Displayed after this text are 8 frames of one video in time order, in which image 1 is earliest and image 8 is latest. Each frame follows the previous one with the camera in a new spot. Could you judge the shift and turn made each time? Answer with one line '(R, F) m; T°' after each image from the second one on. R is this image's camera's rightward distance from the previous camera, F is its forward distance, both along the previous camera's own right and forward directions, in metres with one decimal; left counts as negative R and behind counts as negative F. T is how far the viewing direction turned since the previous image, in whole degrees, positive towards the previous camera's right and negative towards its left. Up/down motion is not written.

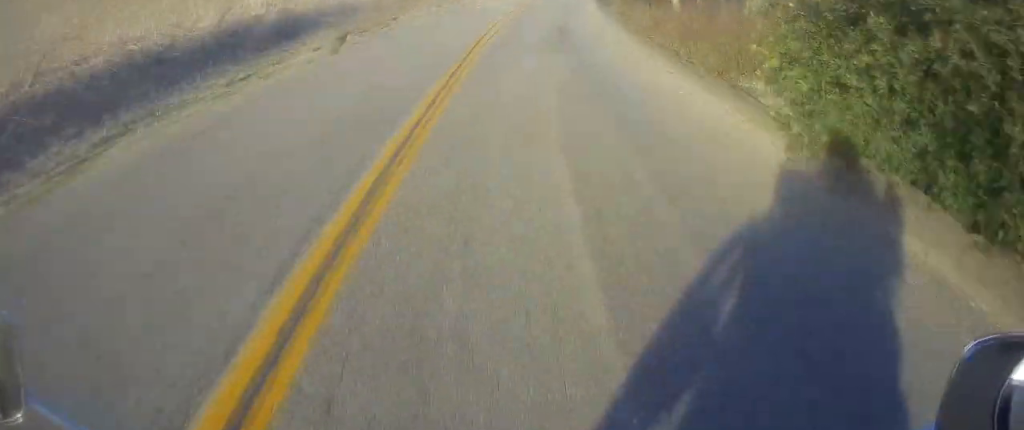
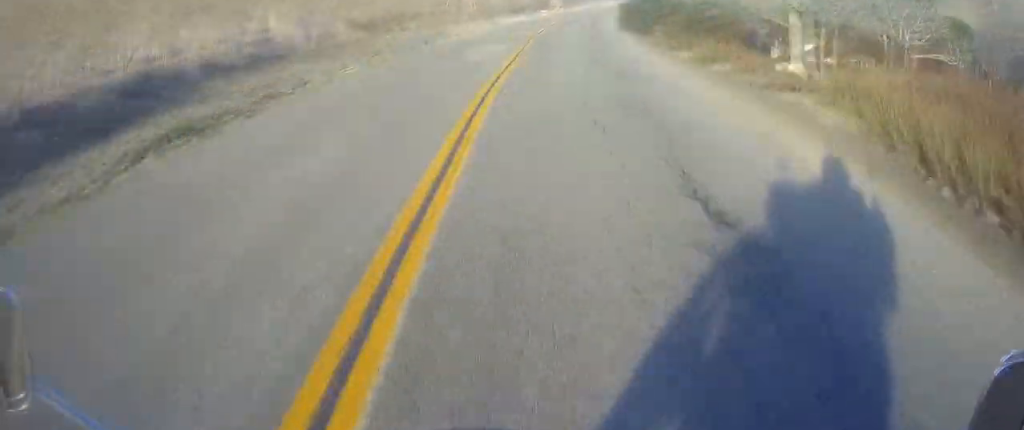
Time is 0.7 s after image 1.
(+0.7, +14.2) m; +5°
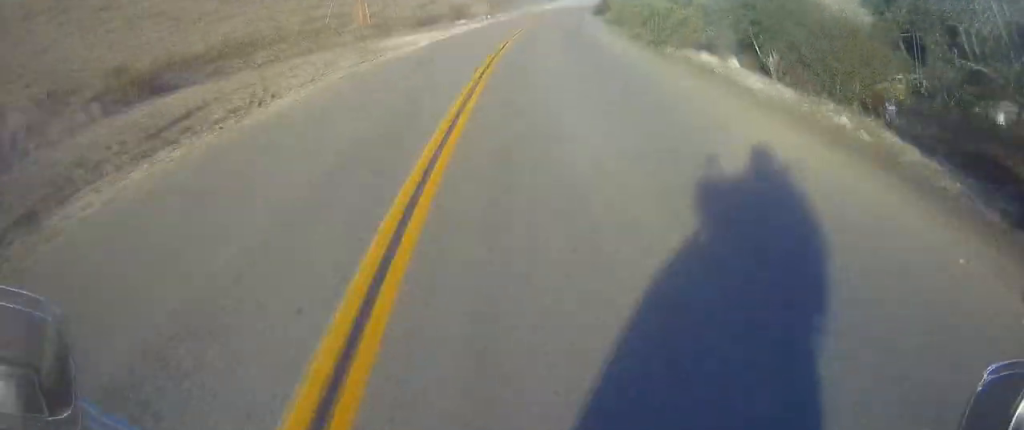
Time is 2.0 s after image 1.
(+1.8, +28.3) m; +6°
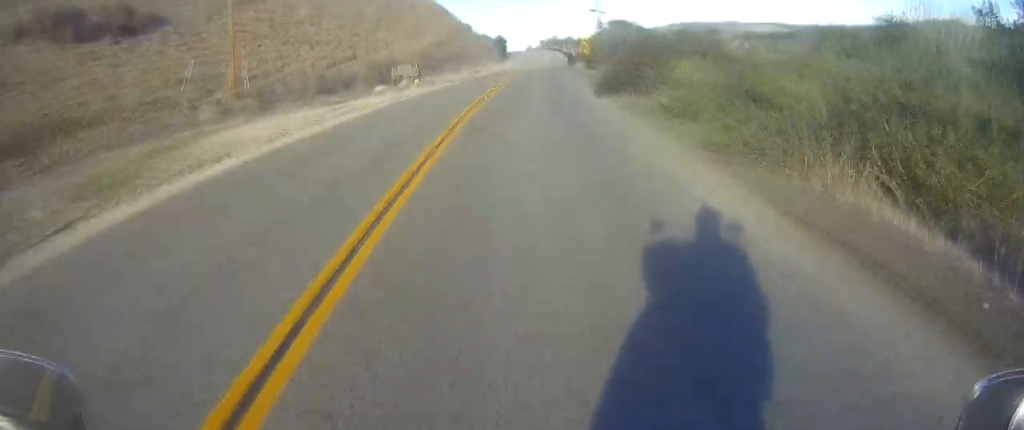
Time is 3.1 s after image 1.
(+0.6, +21.2) m; +4°
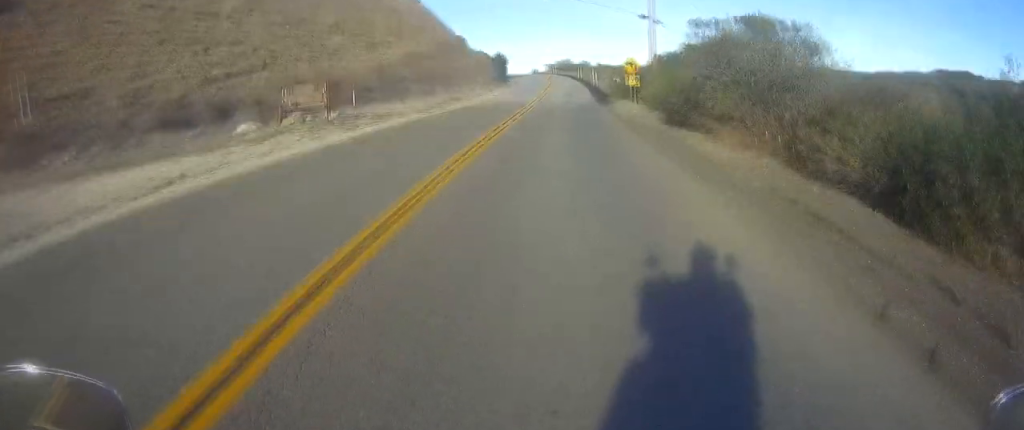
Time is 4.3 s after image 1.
(+1.0, +26.6) m; +3°
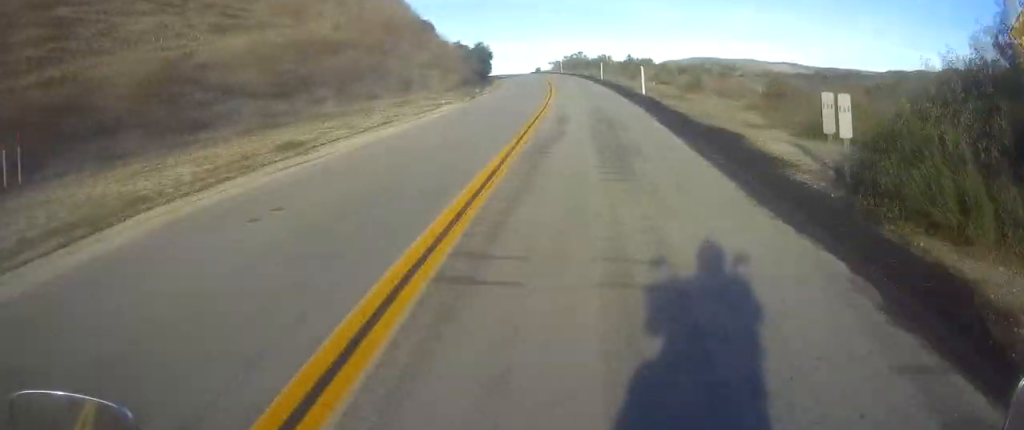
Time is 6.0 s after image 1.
(+0.7, +35.5) m; +2°
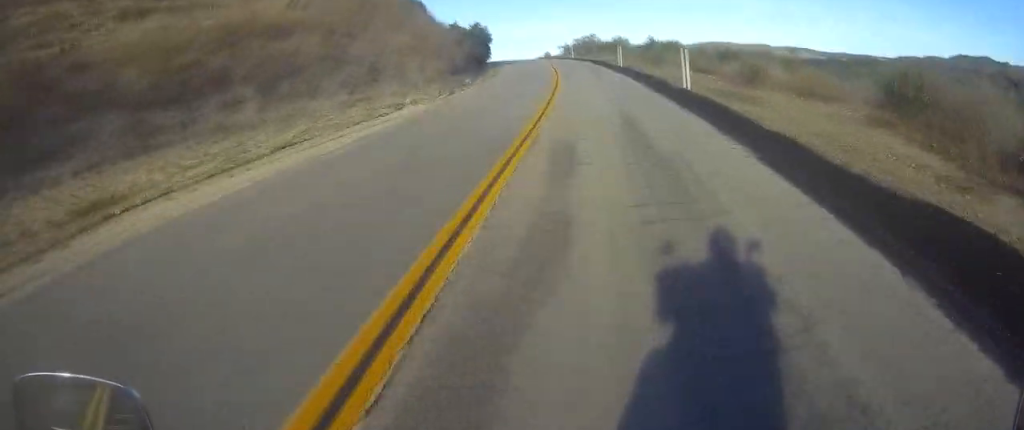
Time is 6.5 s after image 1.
(+0.1, +10.0) m; 0°
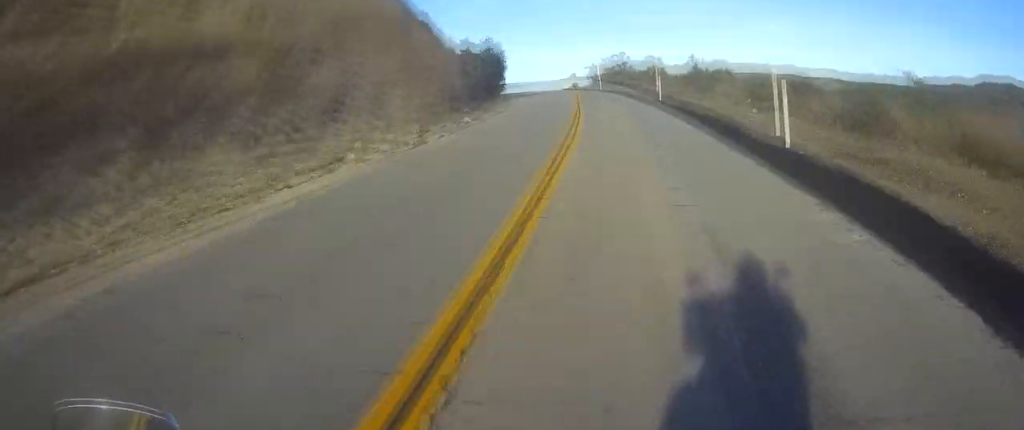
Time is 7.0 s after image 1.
(0.0, +9.1) m; -1°
